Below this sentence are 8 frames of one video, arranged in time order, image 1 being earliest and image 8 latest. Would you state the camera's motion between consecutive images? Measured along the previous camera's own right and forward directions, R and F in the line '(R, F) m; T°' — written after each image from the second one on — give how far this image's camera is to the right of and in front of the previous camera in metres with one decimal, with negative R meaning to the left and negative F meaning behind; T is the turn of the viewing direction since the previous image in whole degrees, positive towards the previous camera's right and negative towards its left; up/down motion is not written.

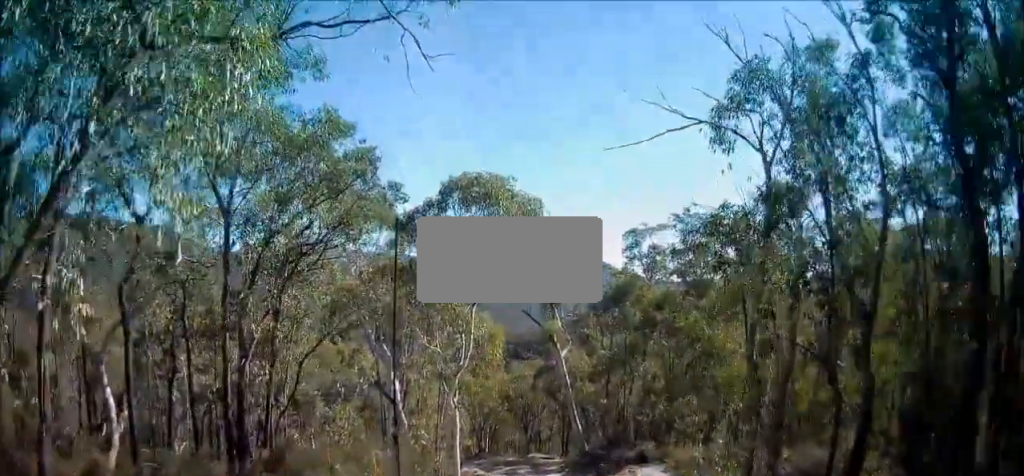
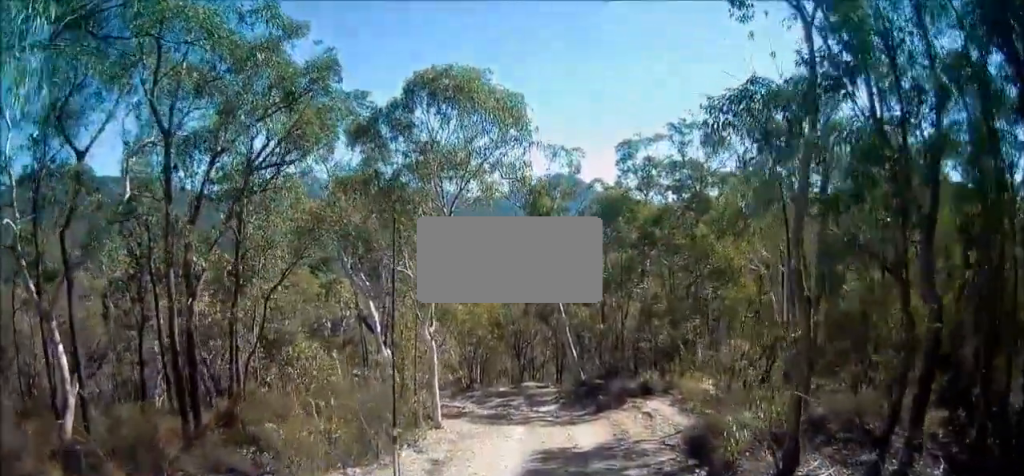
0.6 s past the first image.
(+0.3, +1.2) m; +5°
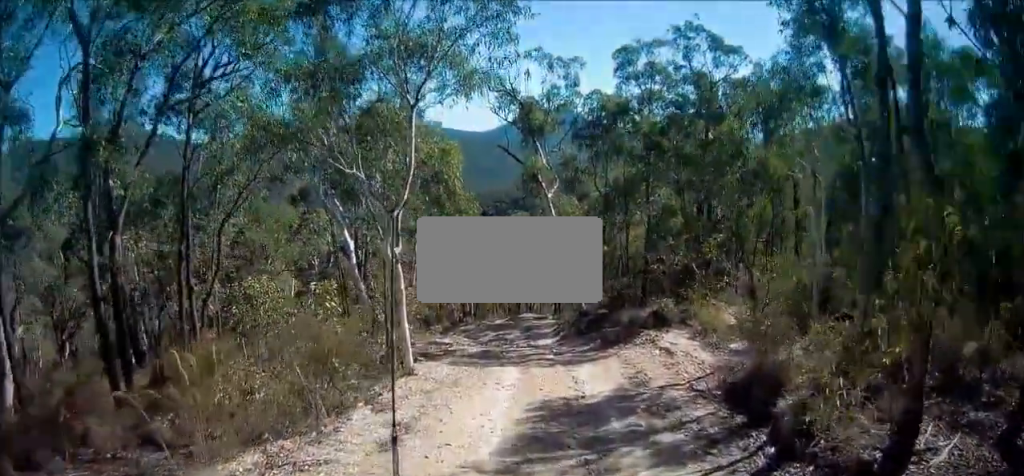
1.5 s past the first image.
(-0.3, +1.6) m; -21°
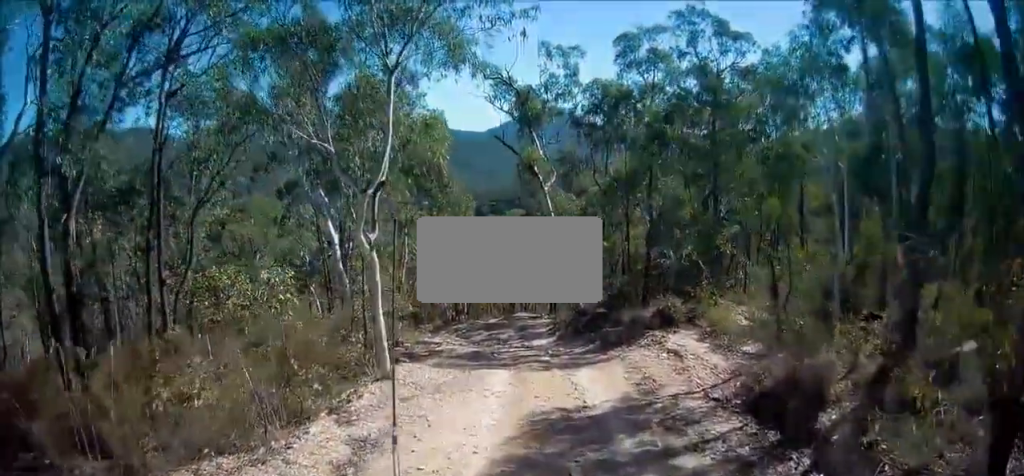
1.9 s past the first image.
(-0.1, +1.3) m; -6°
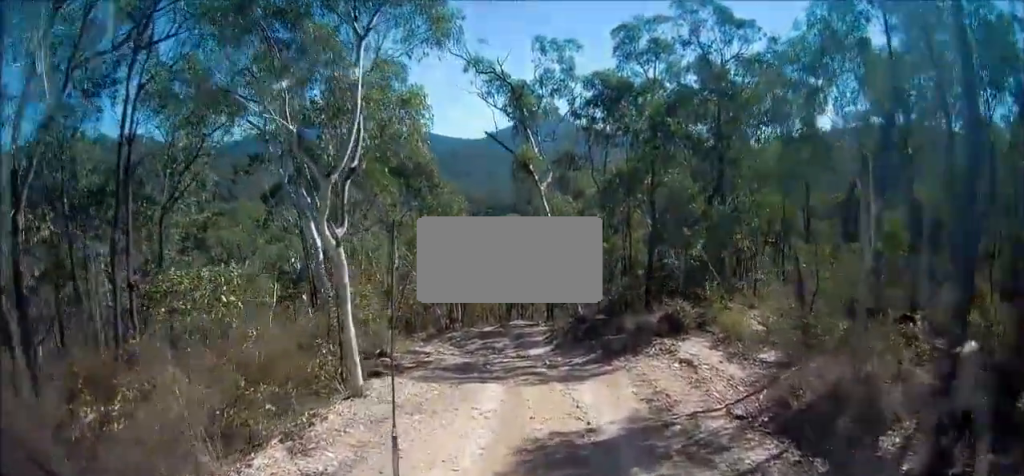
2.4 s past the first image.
(-0.2, +1.7) m; -1°
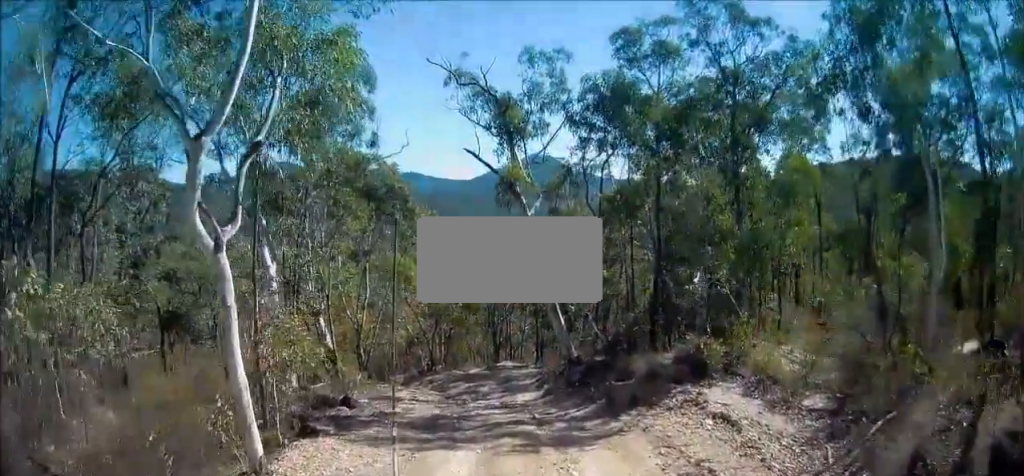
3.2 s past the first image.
(0.0, +3.2) m; +3°
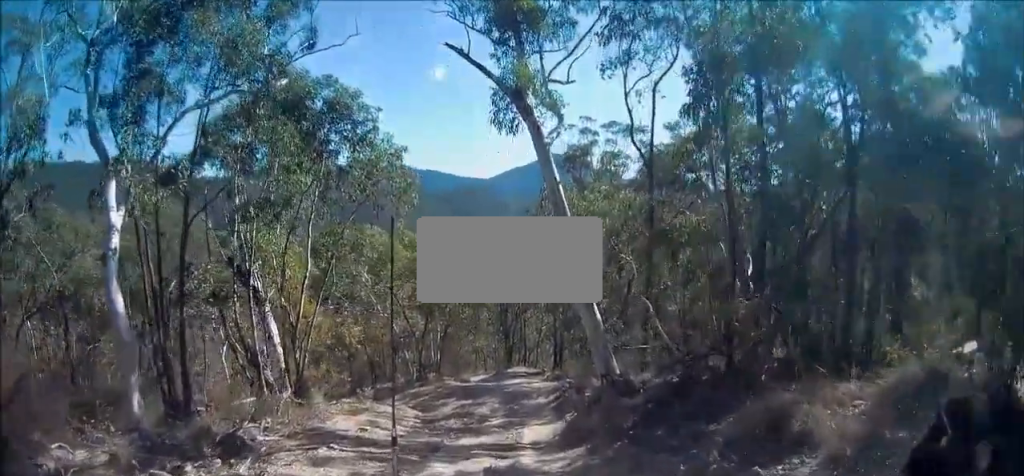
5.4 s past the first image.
(+0.4, +8.8) m; +1°
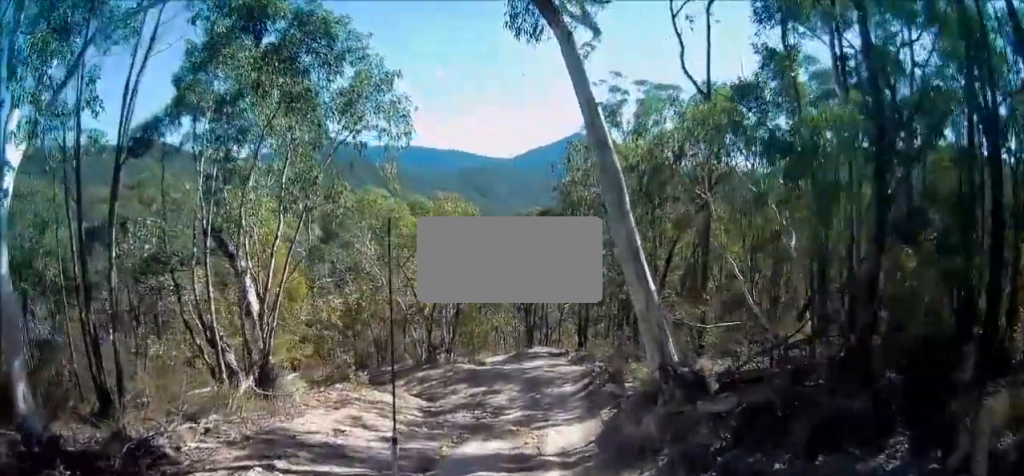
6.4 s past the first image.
(+0.1, +3.7) m; 0°
